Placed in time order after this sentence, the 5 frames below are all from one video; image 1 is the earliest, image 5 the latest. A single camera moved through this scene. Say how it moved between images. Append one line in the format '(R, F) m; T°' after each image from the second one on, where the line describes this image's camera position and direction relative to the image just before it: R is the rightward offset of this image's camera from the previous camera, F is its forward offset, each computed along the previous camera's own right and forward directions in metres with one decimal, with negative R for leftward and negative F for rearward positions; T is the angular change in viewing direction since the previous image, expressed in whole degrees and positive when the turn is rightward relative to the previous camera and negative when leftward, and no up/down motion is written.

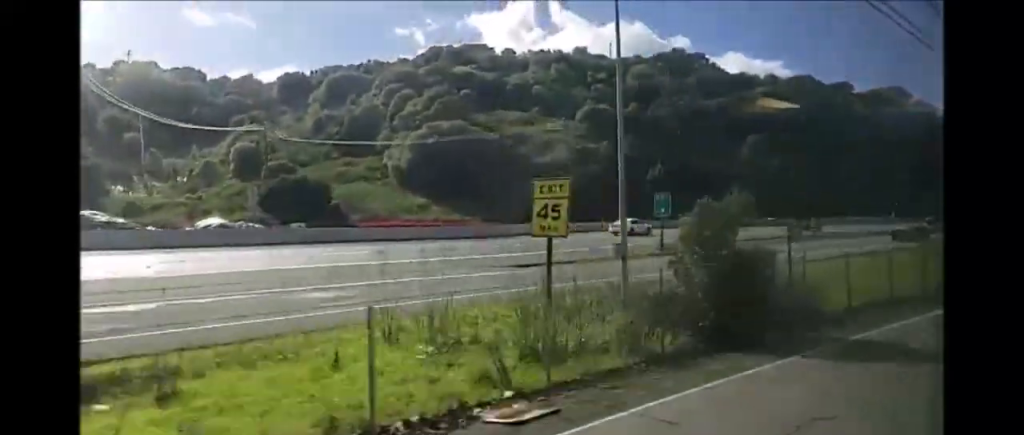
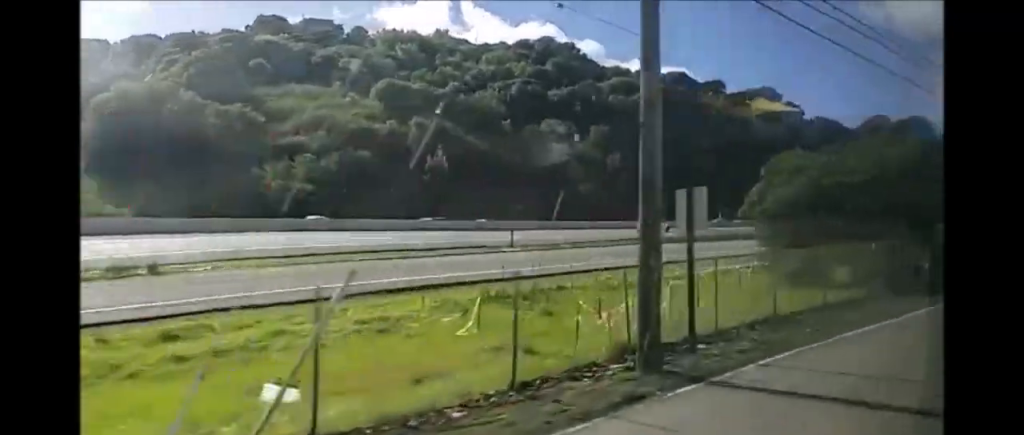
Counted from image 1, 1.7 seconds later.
(+1.9, +34.0) m; +6°
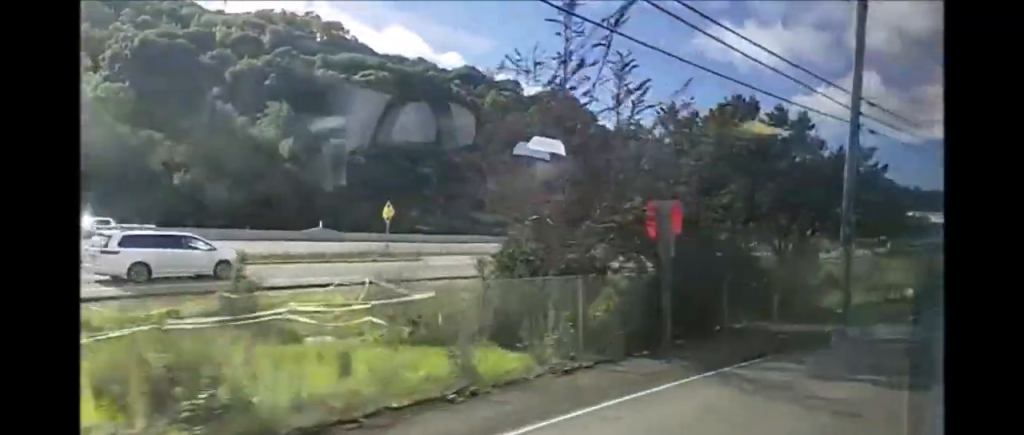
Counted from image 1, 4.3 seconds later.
(+5.9, +50.7) m; +11°
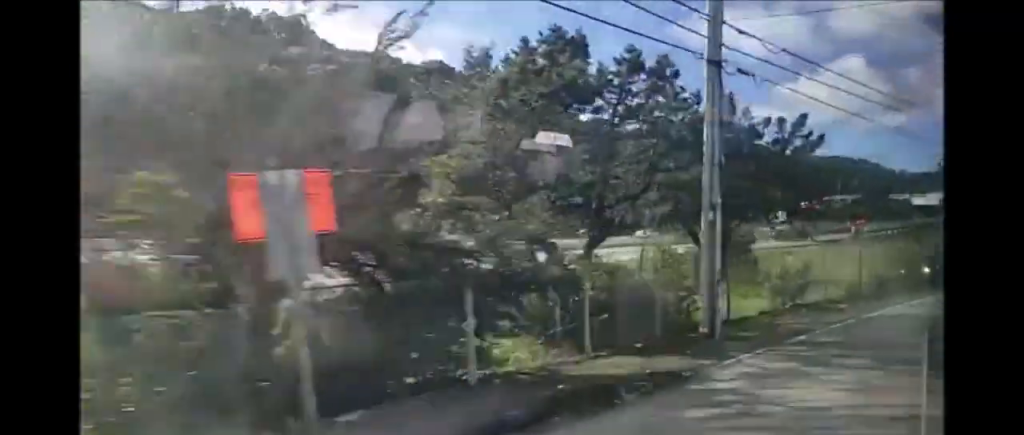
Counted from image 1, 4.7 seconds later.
(+0.1, +8.8) m; +1°
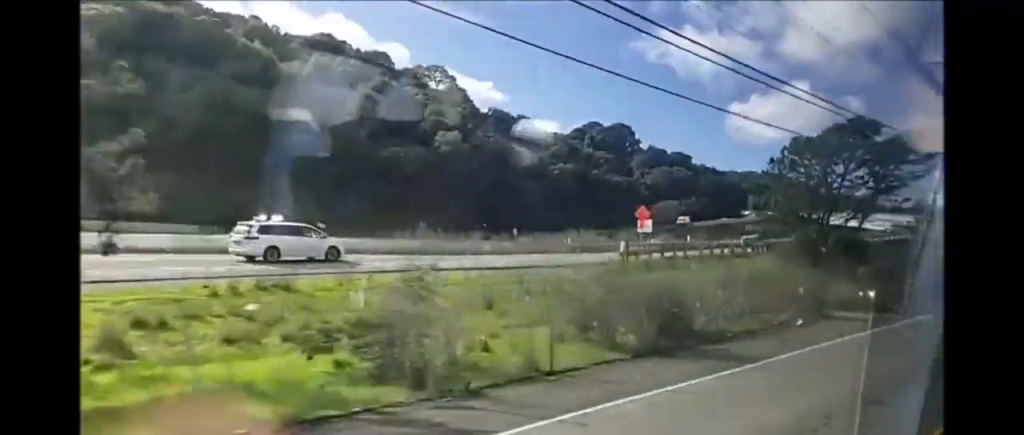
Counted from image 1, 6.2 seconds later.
(+1.0, +30.1) m; +3°
